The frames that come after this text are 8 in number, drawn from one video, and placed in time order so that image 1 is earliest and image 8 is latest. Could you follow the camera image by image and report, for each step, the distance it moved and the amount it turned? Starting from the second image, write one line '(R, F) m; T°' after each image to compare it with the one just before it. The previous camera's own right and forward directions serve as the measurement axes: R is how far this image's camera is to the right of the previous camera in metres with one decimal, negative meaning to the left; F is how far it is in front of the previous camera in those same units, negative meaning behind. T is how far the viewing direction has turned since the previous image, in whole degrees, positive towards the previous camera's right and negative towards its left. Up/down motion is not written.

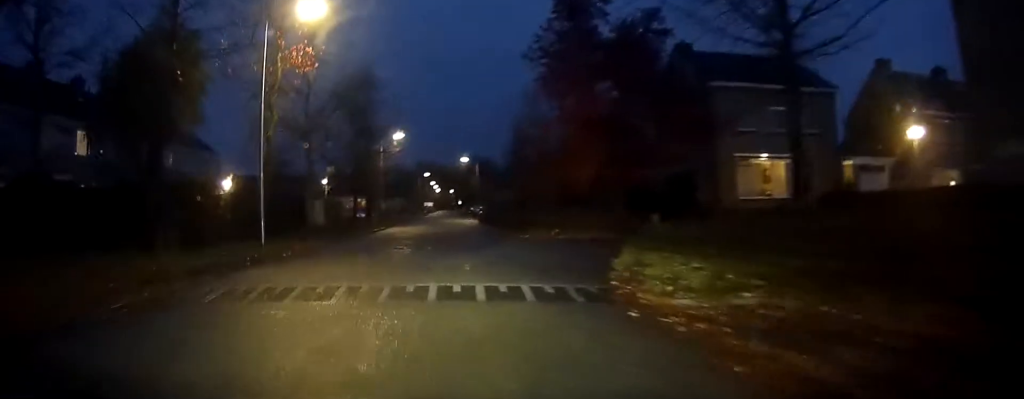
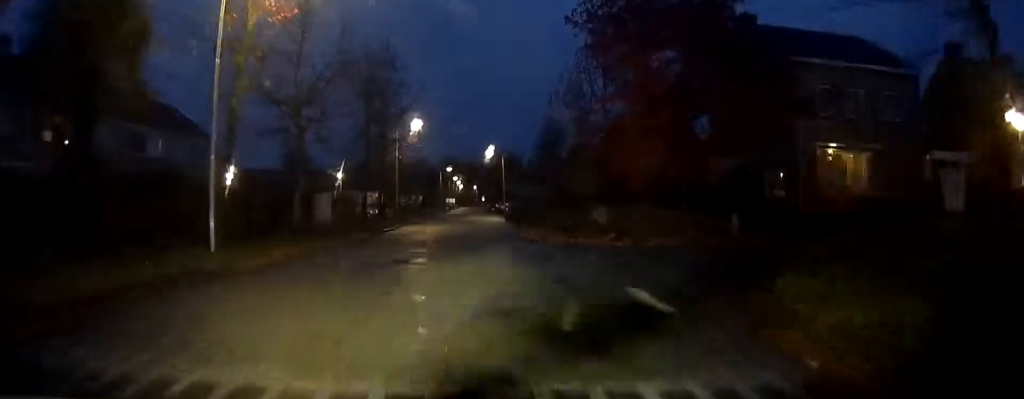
(-0.2, +6.5) m; -2°
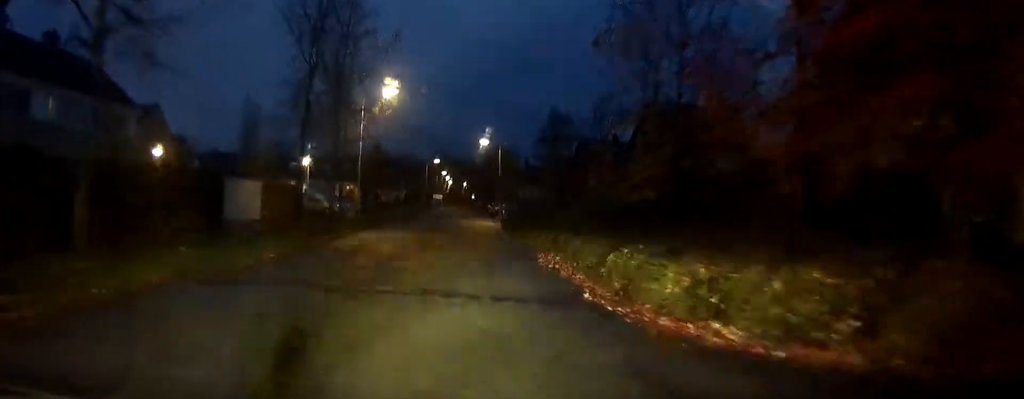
(+0.1, +13.6) m; +1°
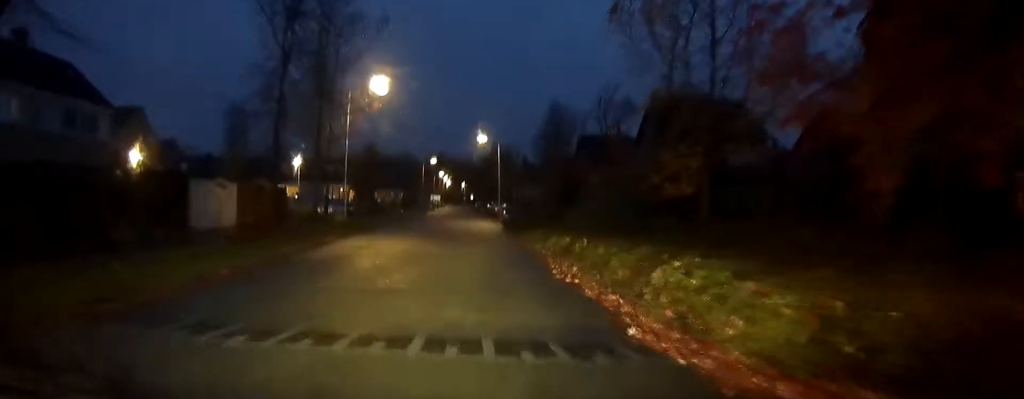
(0.0, +3.1) m; -1°
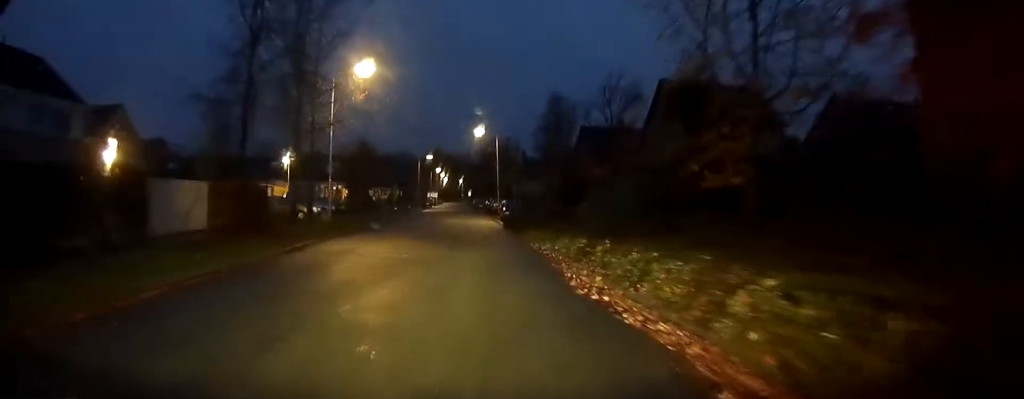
(0.0, +2.9) m; -1°
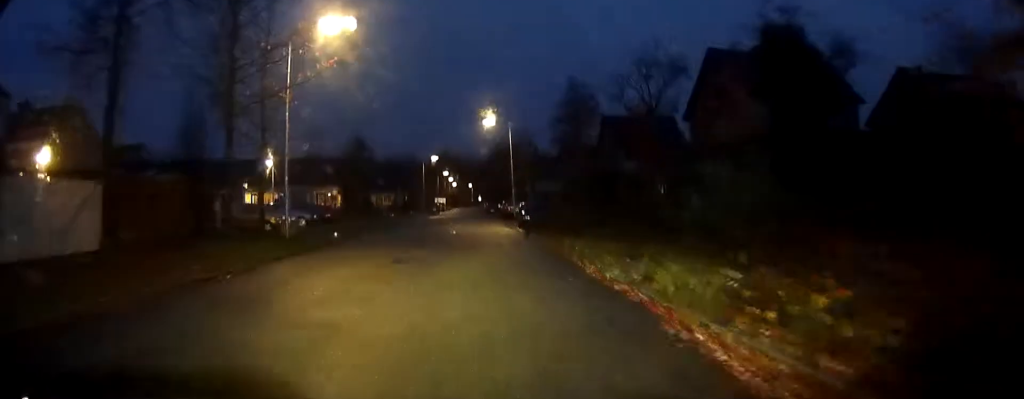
(-0.2, +8.3) m; -2°
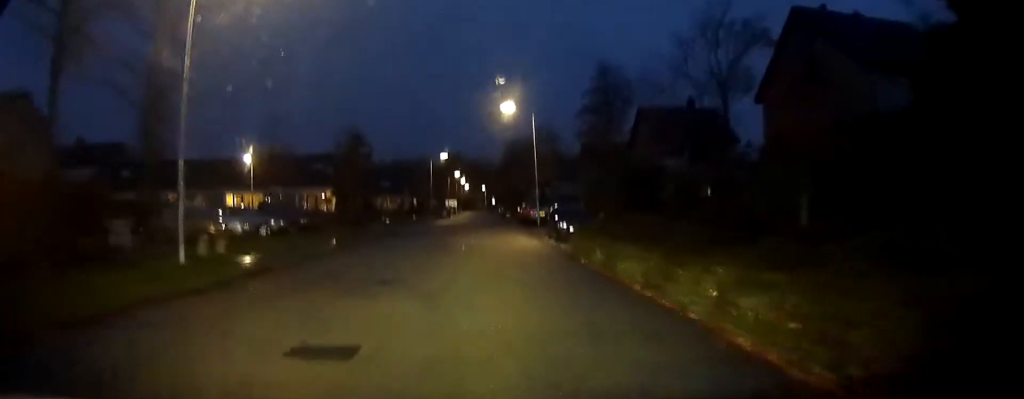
(-0.1, +9.3) m; 0°
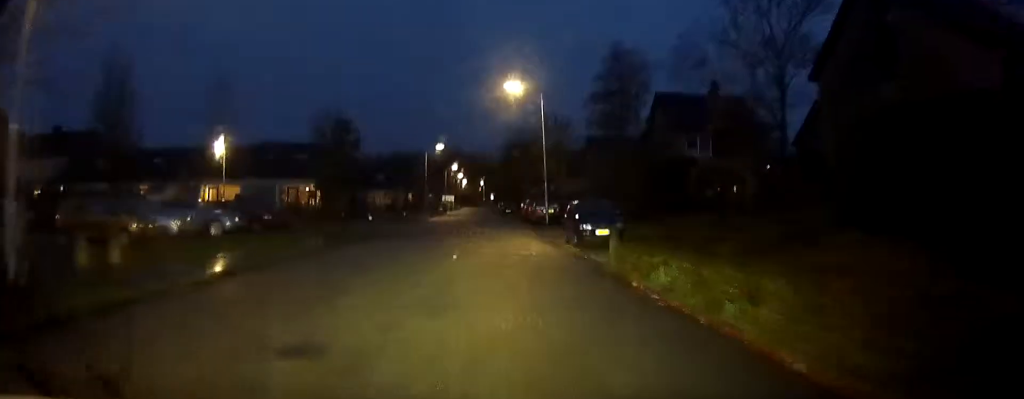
(+0.1, +5.7) m; 0°
